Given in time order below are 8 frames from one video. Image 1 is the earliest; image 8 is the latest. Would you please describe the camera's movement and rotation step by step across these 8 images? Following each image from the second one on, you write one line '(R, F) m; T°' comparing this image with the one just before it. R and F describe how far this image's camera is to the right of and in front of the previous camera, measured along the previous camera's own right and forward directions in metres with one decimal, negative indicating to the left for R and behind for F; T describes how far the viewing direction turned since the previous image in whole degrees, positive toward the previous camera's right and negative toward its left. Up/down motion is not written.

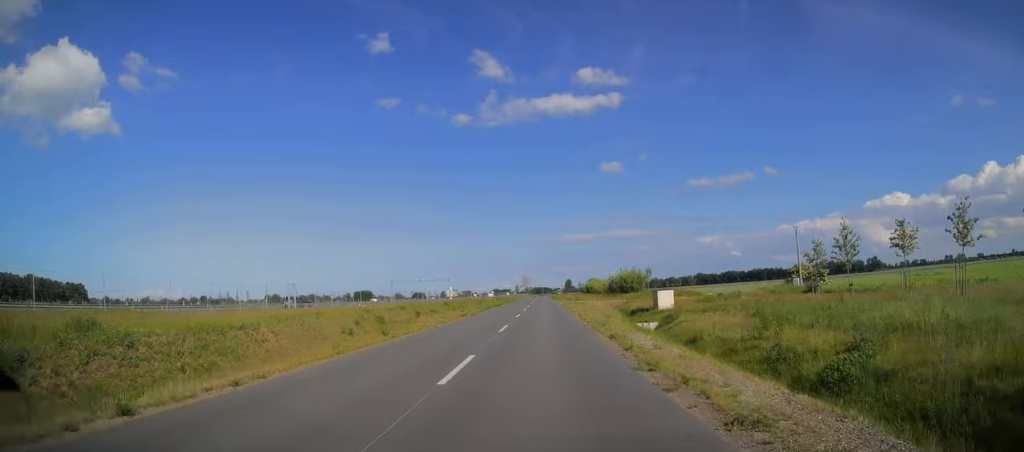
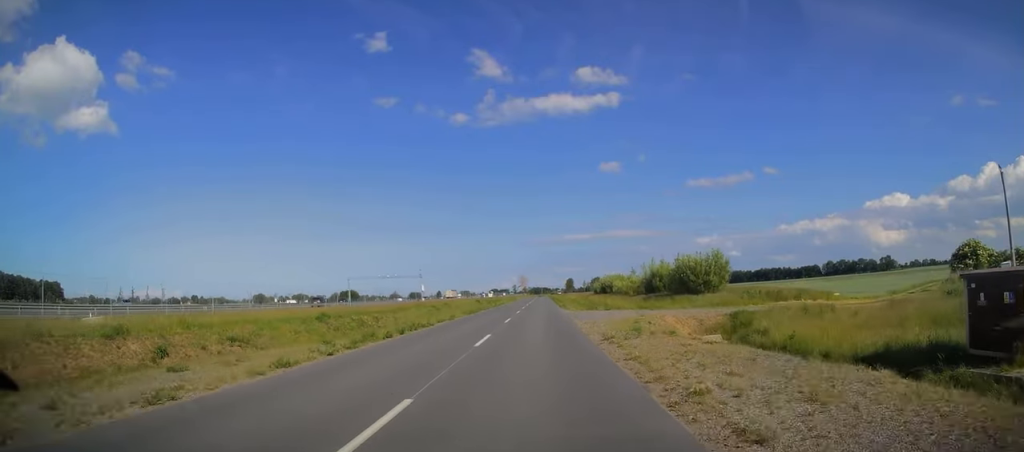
(0.0, +40.4) m; +1°
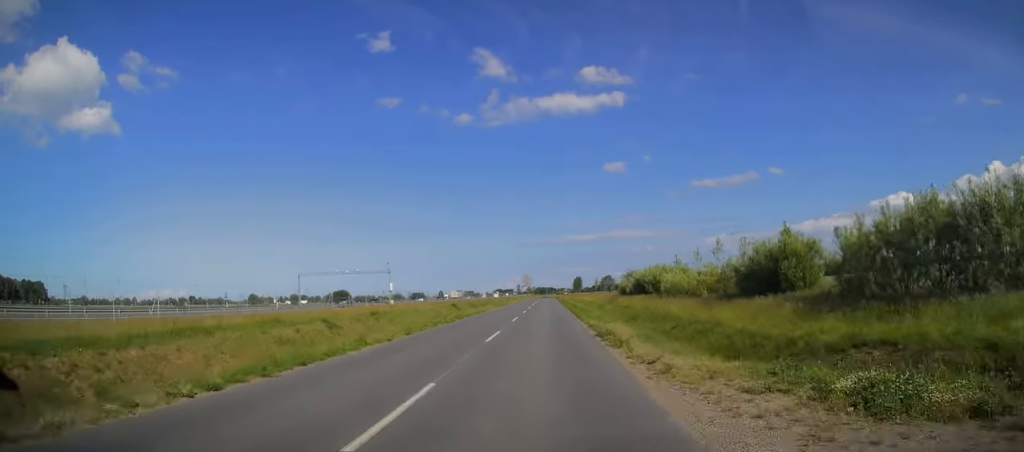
(+0.4, +33.8) m; 0°
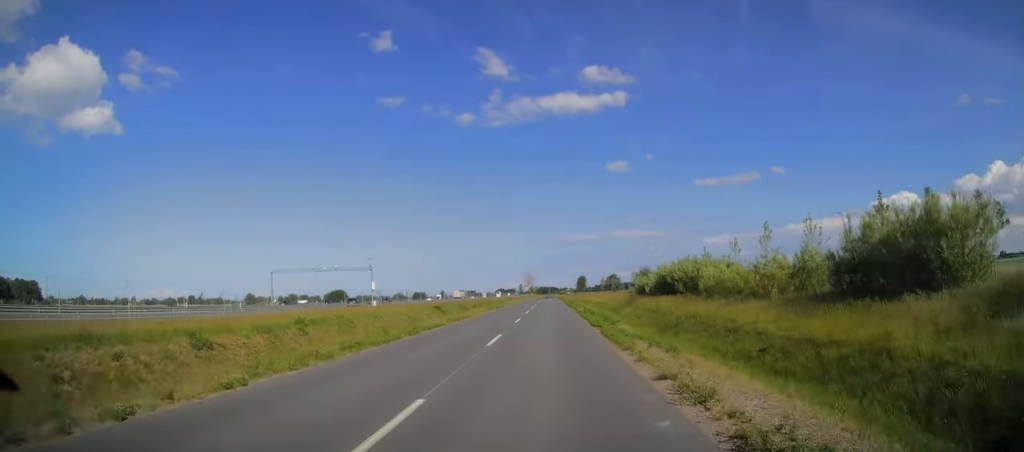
(-0.1, +13.1) m; 0°
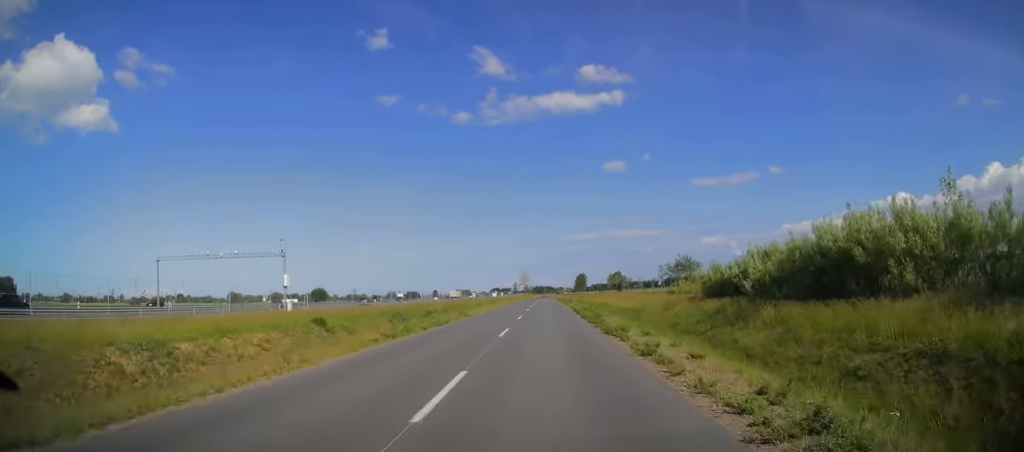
(-0.3, +32.4) m; 0°
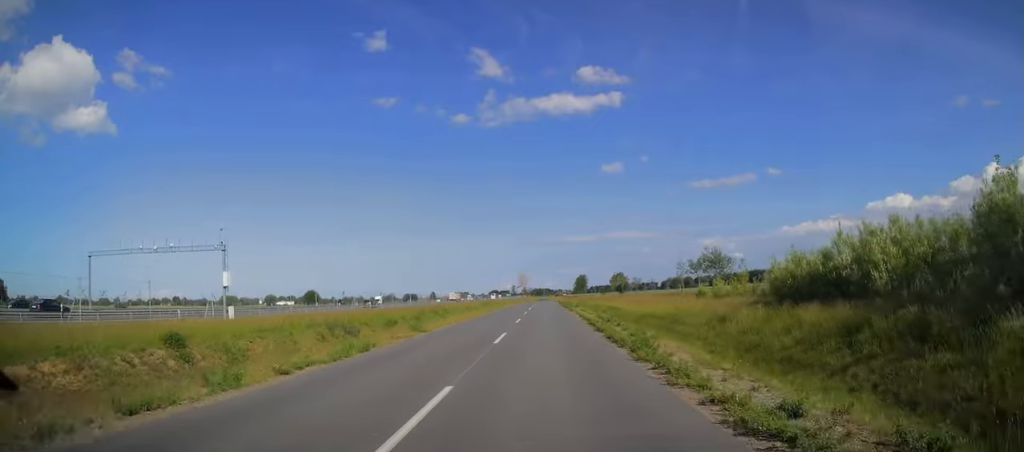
(0.0, +13.0) m; 0°
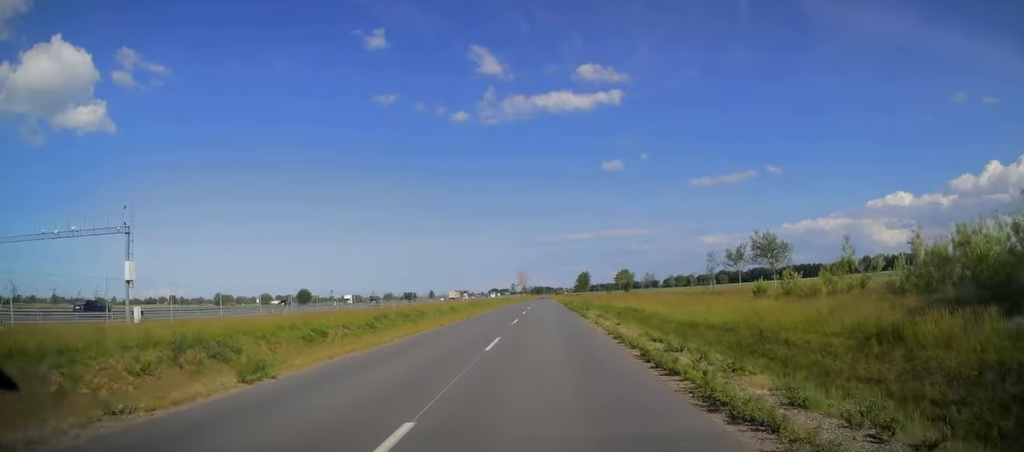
(0.0, +14.3) m; 0°
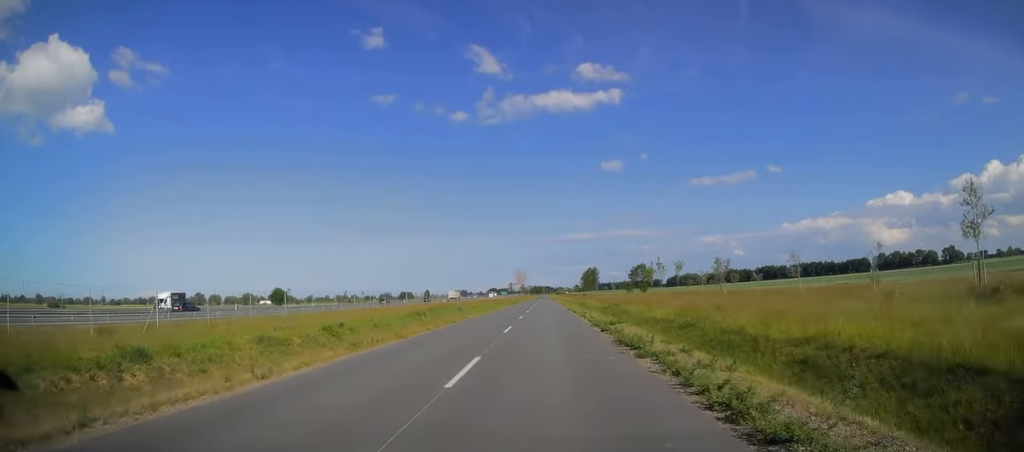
(-0.1, +40.4) m; 0°
